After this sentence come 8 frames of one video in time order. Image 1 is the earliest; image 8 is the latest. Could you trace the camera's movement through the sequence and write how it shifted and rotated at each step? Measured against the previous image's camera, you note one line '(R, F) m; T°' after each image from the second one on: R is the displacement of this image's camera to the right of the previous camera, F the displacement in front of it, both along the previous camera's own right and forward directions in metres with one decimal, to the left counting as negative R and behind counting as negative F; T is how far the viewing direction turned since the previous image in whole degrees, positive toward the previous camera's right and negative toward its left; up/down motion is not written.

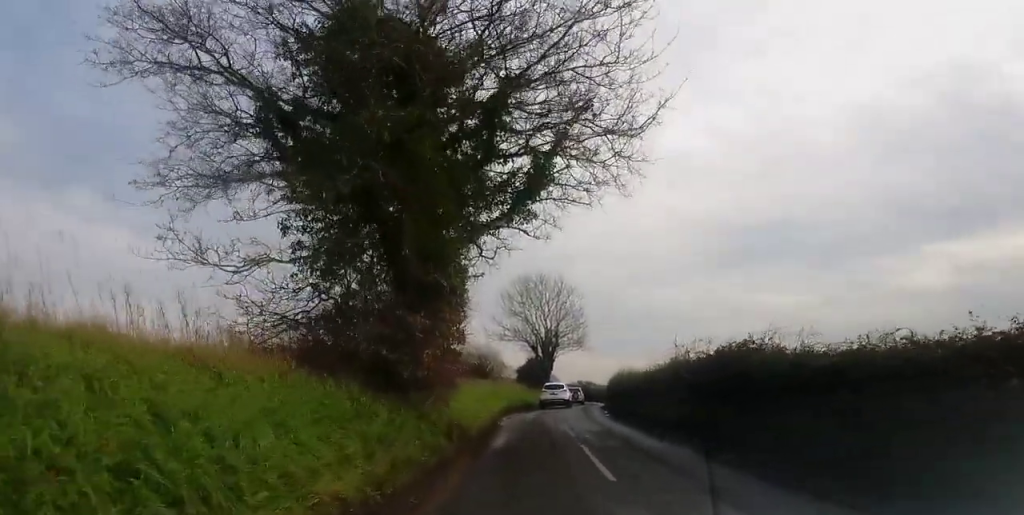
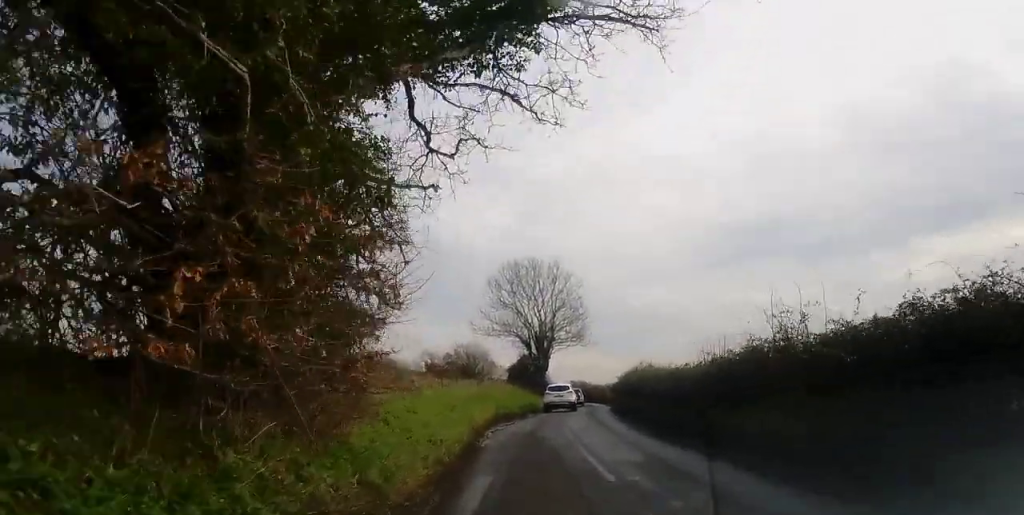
(+0.1, +8.7) m; +1°
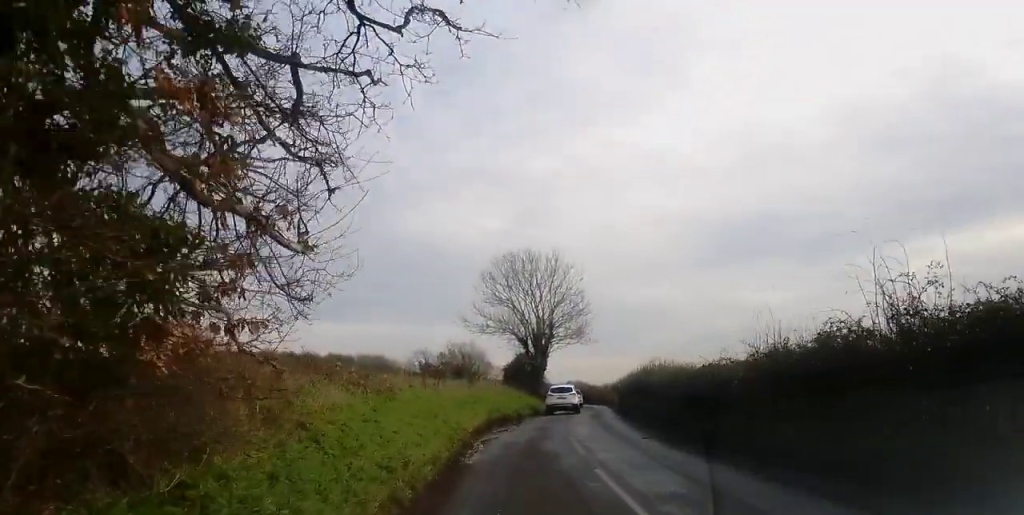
(-0.1, +4.0) m; +1°
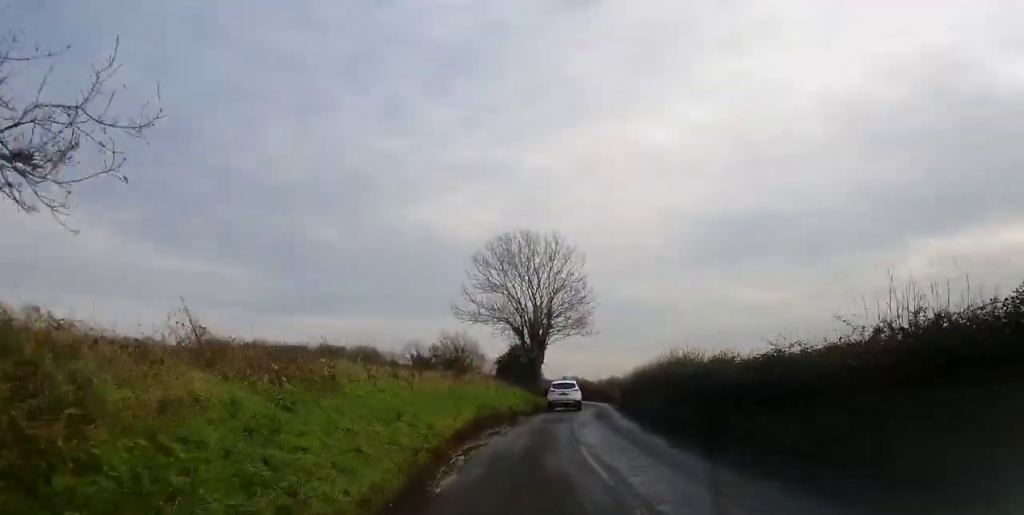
(+0.1, +4.9) m; +2°
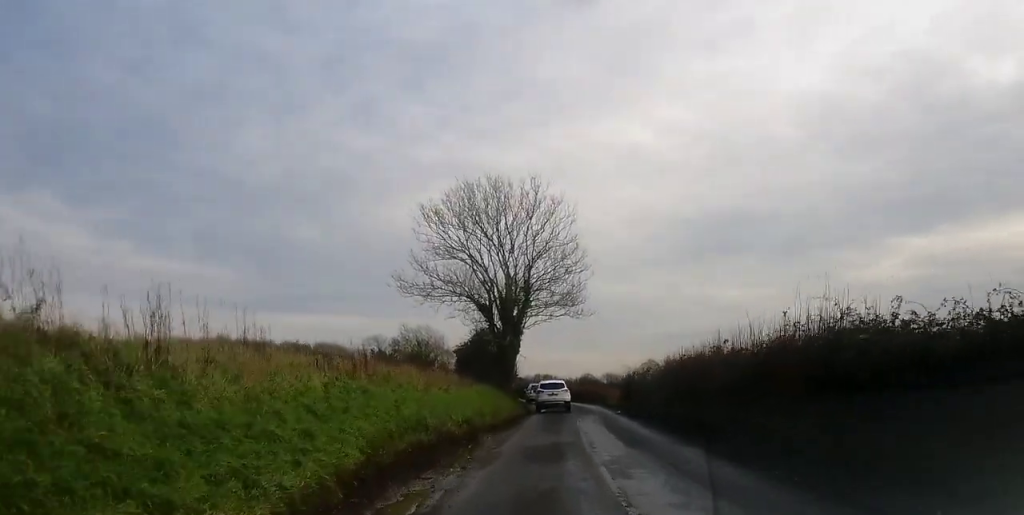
(+0.8, +13.3) m; +3°
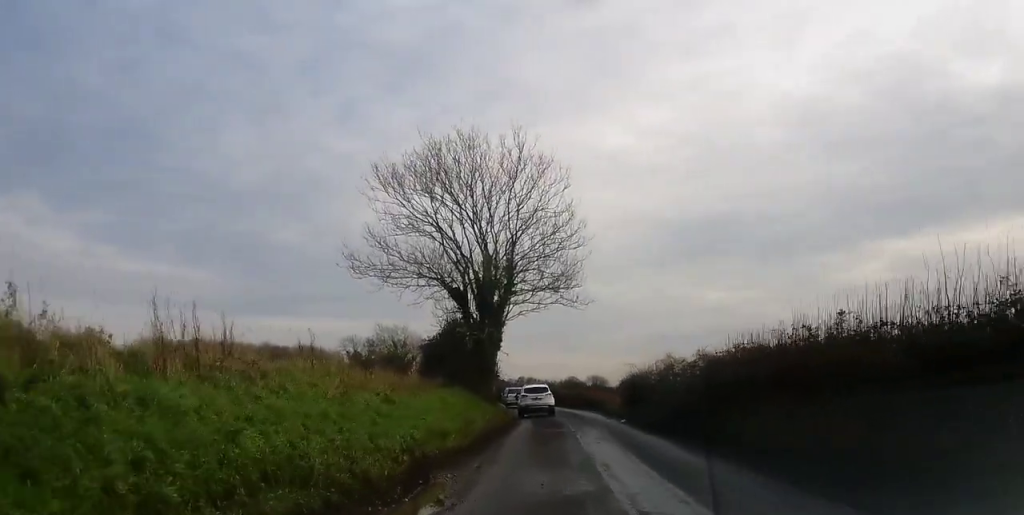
(-0.1, +7.4) m; -3°
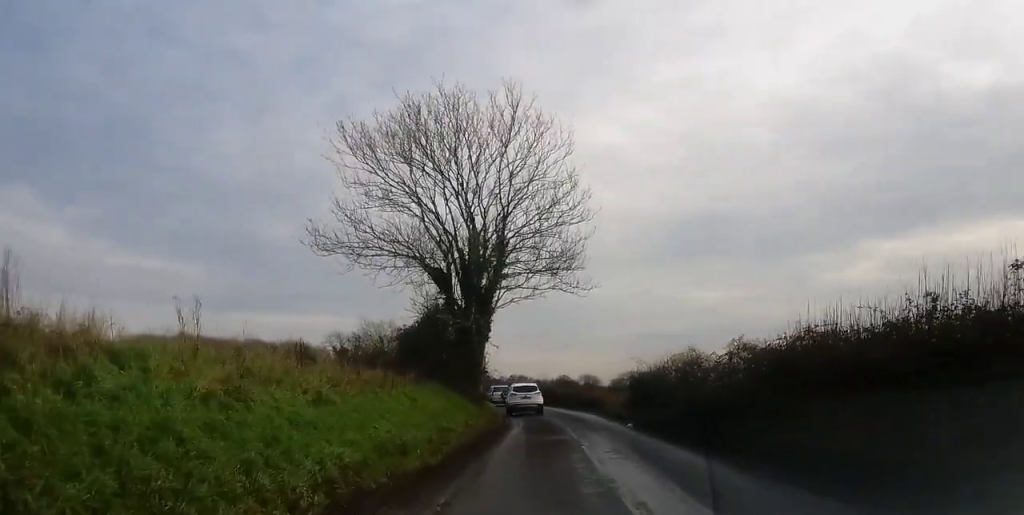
(-0.1, +4.5) m; 0°
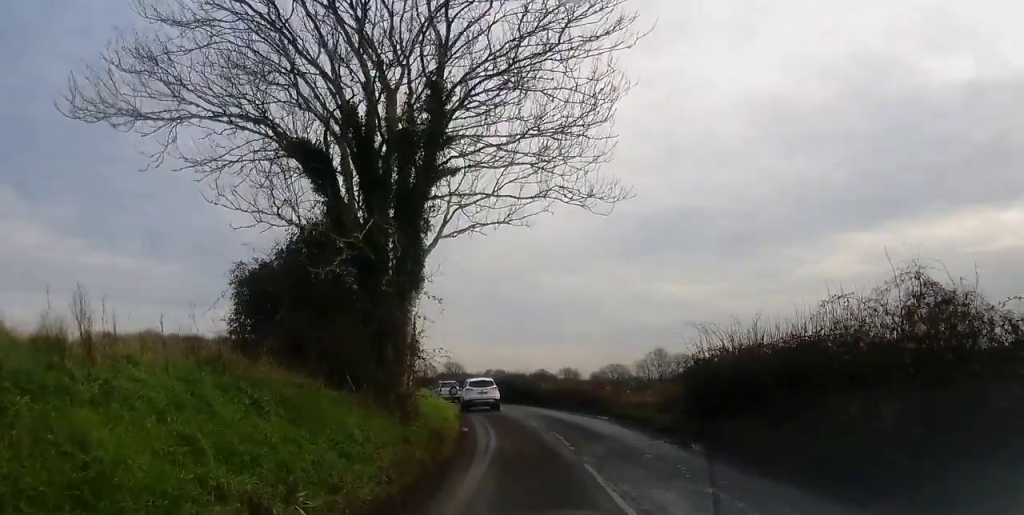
(+0.1, +14.0) m; +3°
